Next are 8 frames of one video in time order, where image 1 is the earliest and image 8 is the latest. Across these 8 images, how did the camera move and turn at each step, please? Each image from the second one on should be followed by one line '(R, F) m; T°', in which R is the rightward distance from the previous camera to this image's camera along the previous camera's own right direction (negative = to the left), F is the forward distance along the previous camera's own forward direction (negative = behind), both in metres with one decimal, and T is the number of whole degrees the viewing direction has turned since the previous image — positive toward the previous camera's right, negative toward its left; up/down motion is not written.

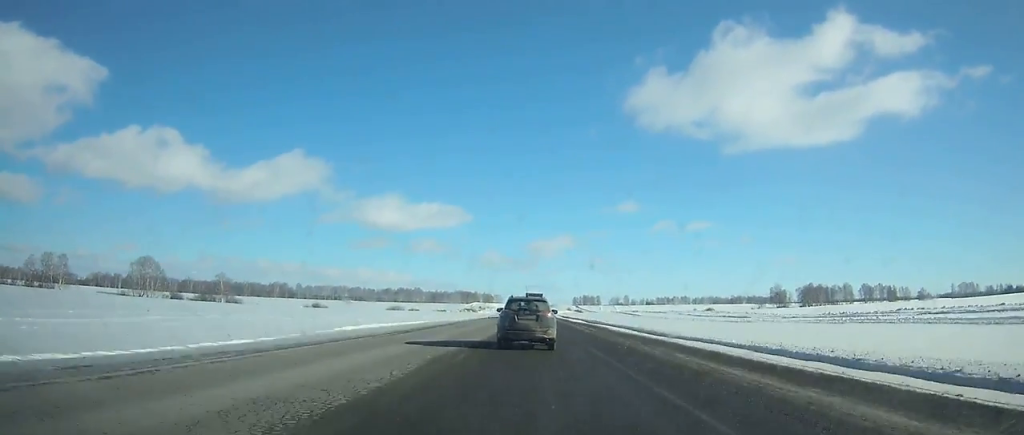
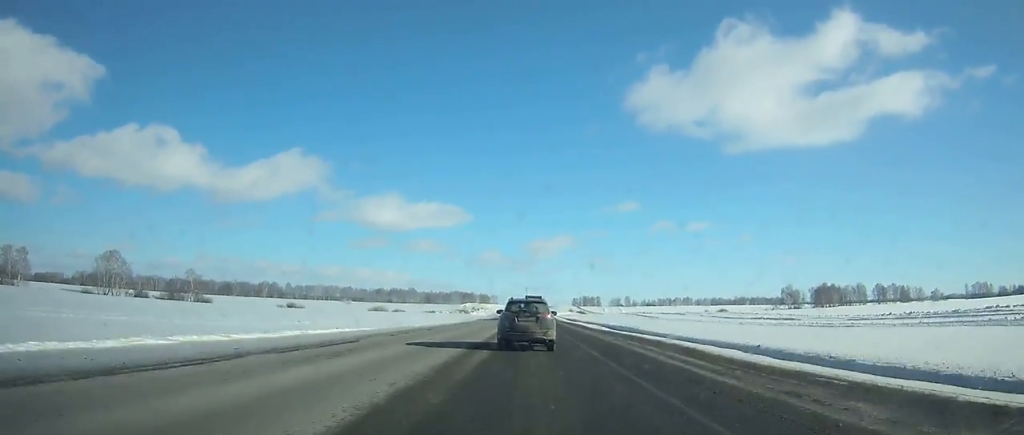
(0.0, +28.3) m; 0°
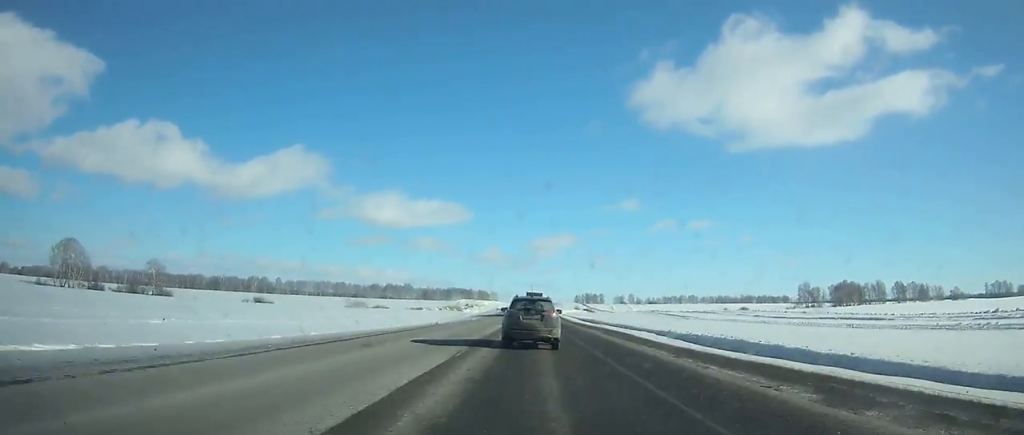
(0.0, +30.6) m; 0°
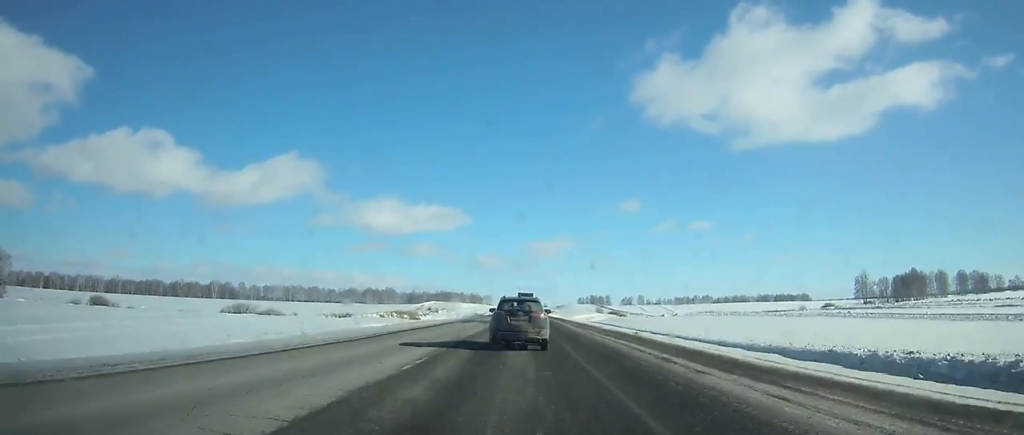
(+0.1, +87.9) m; 0°
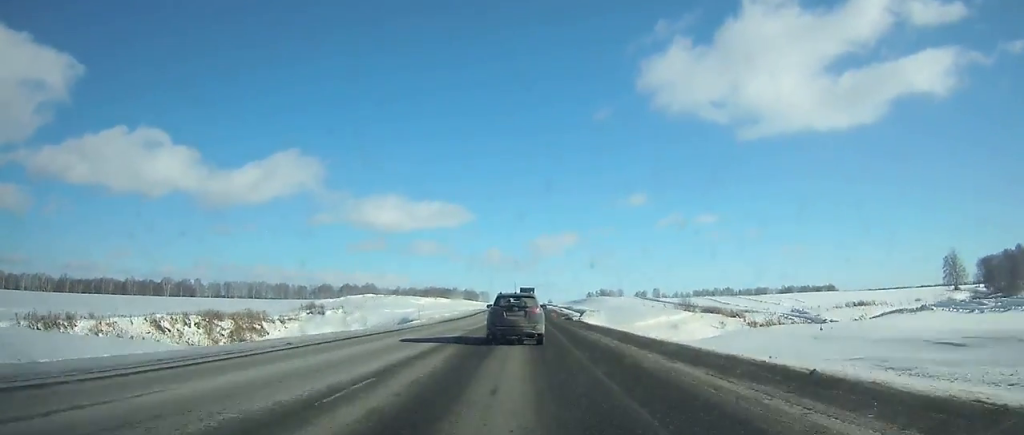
(-0.1, +88.7) m; 0°
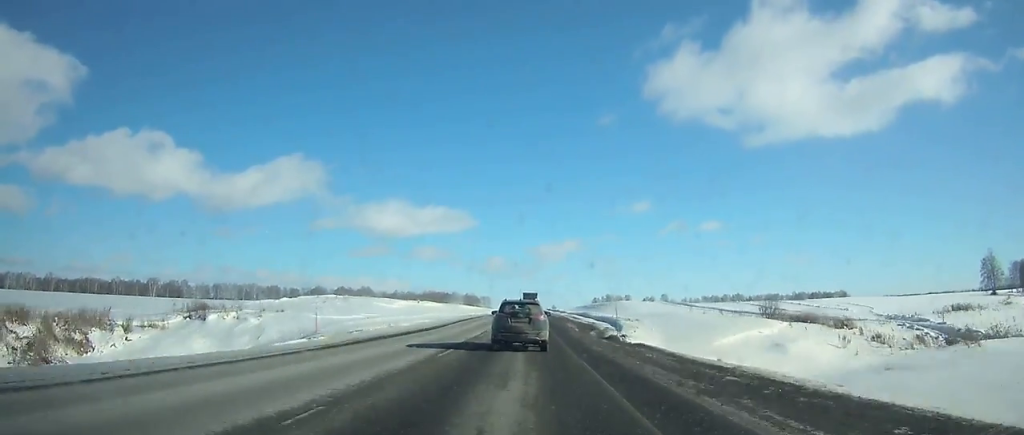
(0.0, +26.9) m; 0°
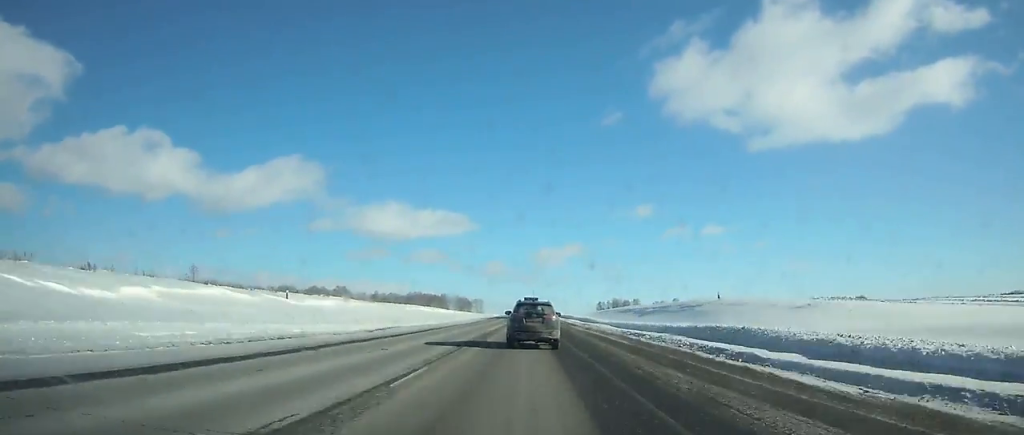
(-0.1, +67.5) m; 0°
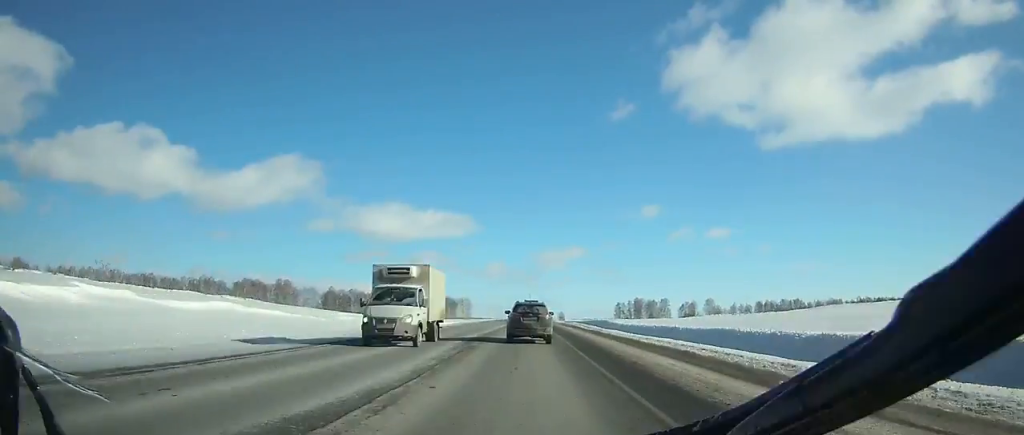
(0.0, +119.0) m; 0°
